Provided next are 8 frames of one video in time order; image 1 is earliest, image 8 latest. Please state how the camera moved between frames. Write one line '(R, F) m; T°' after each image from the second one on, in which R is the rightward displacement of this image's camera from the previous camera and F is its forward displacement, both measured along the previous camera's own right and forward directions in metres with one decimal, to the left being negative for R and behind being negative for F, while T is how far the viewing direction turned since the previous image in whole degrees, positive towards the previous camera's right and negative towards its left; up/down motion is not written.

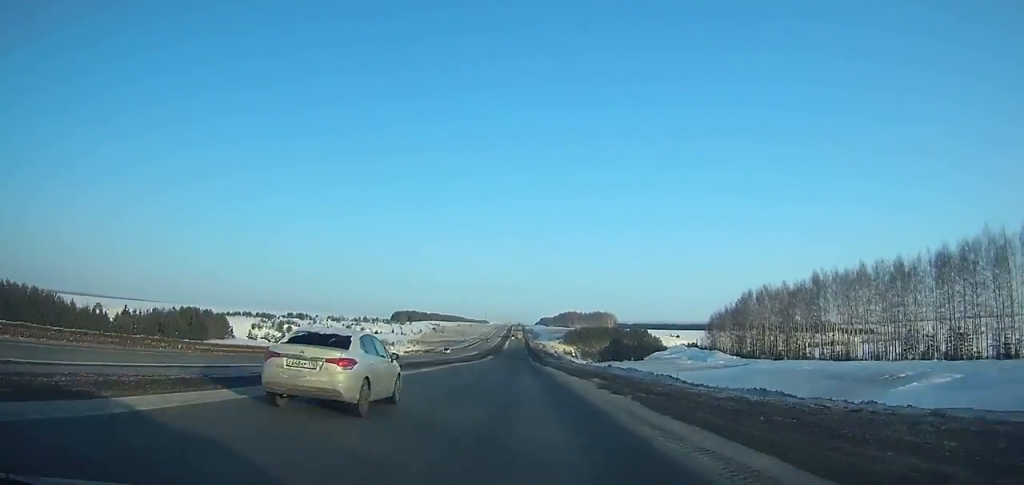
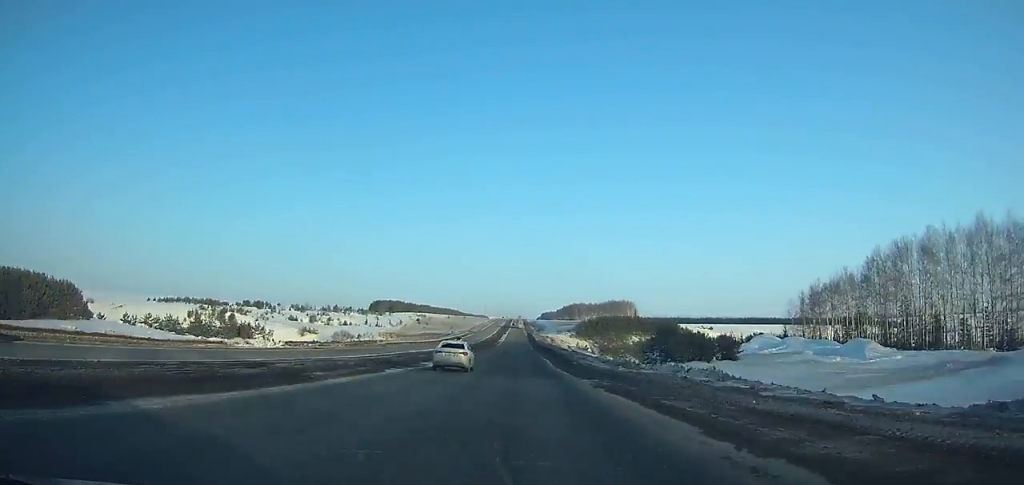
(-0.2, +68.7) m; 0°
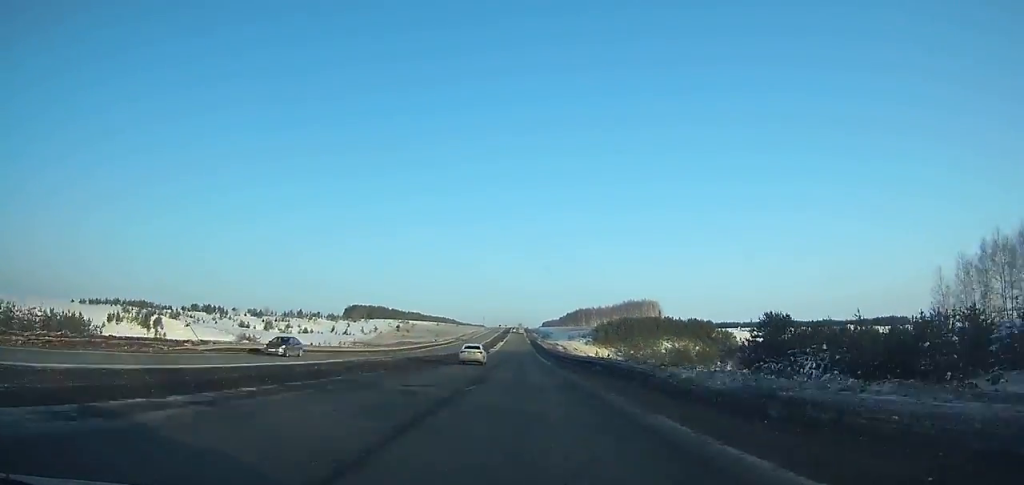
(-0.2, +57.5) m; 0°
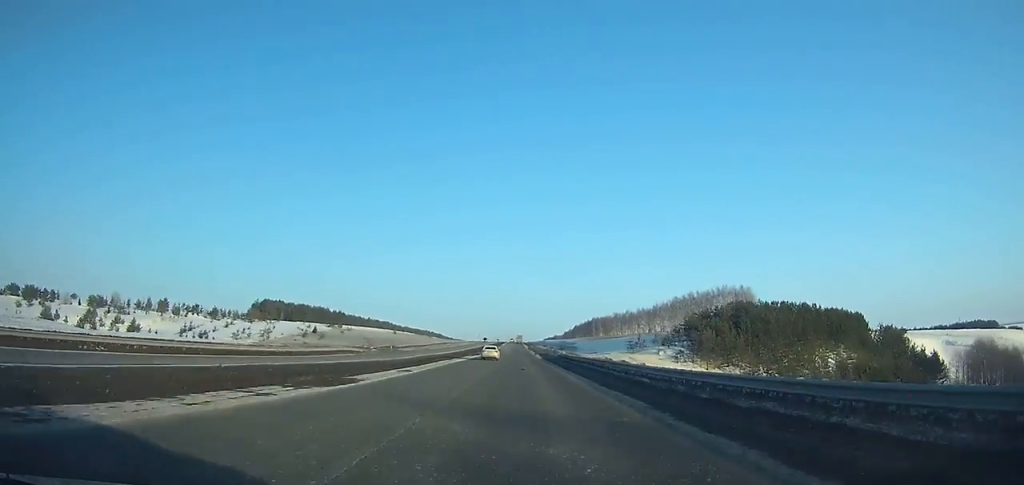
(+0.4, +115.1) m; 0°
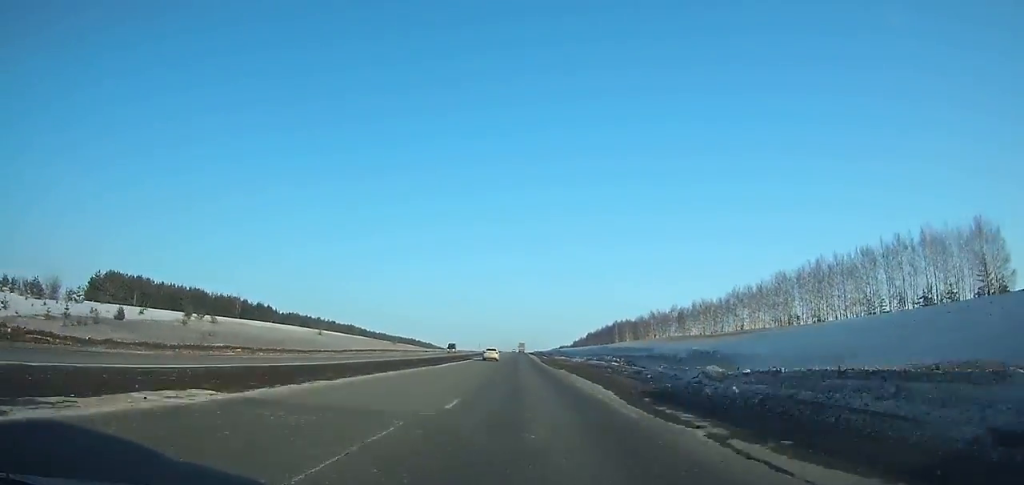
(0.0, +87.9) m; 0°
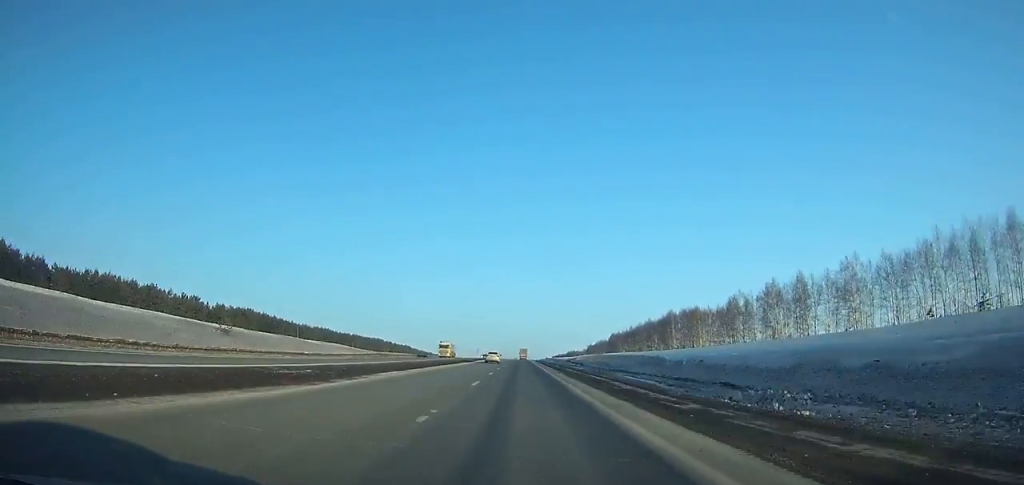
(-0.4, +121.4) m; 0°
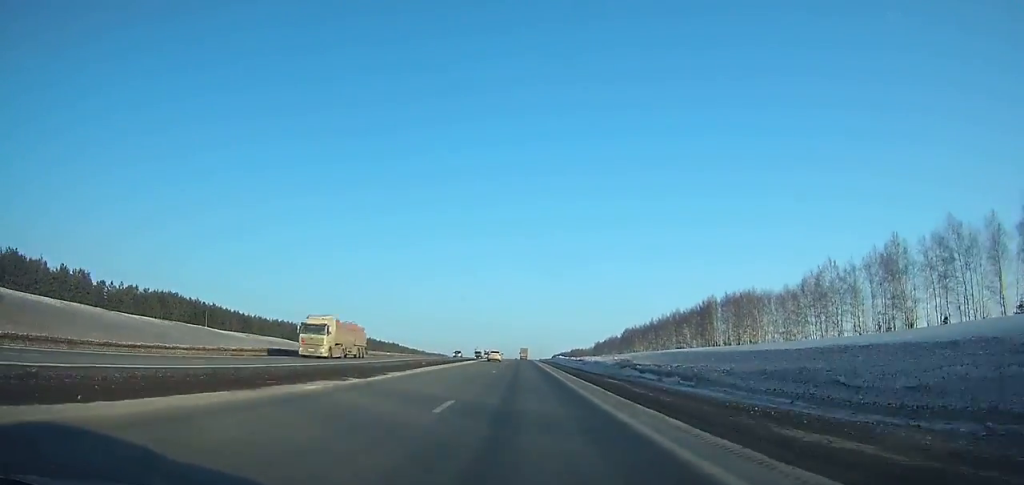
(-0.1, +45.9) m; 0°
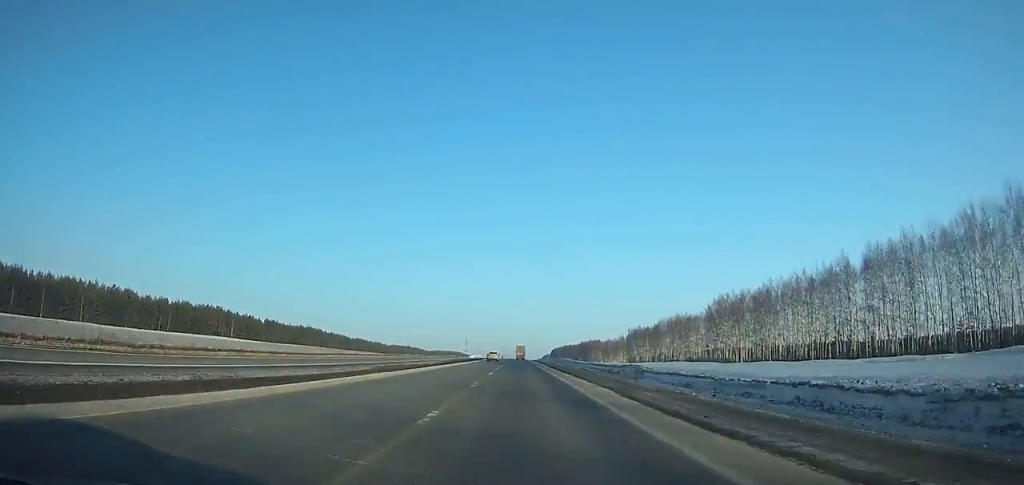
(0.0, +157.7) m; 0°
